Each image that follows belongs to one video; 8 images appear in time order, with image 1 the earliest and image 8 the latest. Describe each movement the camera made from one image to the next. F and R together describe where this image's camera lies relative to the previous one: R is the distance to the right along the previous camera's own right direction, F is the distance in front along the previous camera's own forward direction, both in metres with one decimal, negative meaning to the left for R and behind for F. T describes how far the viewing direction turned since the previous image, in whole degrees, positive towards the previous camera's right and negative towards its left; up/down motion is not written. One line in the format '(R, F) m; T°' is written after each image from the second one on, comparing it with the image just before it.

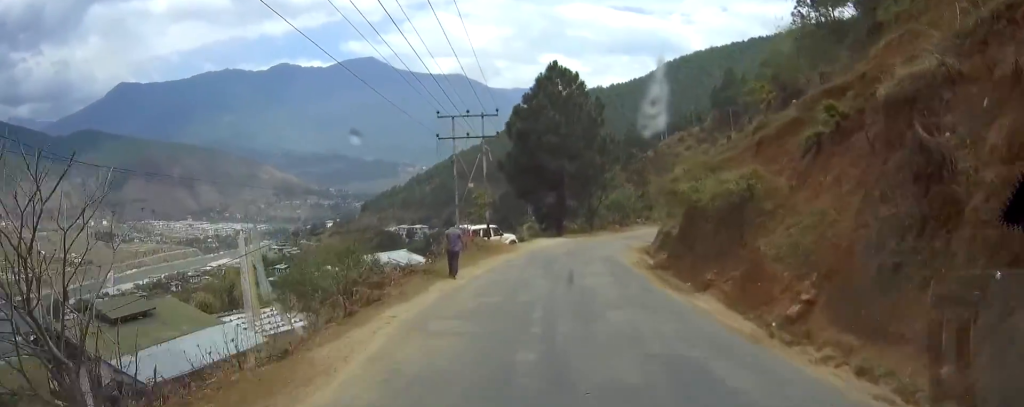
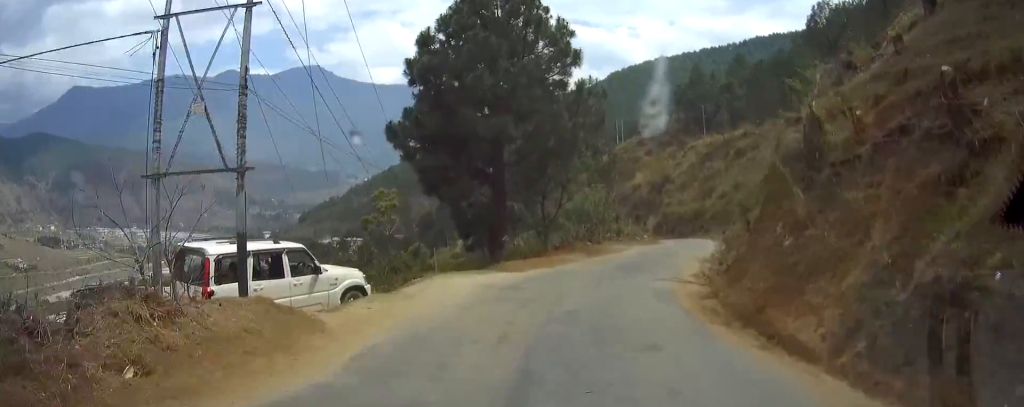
(+3.1, +26.0) m; +13°
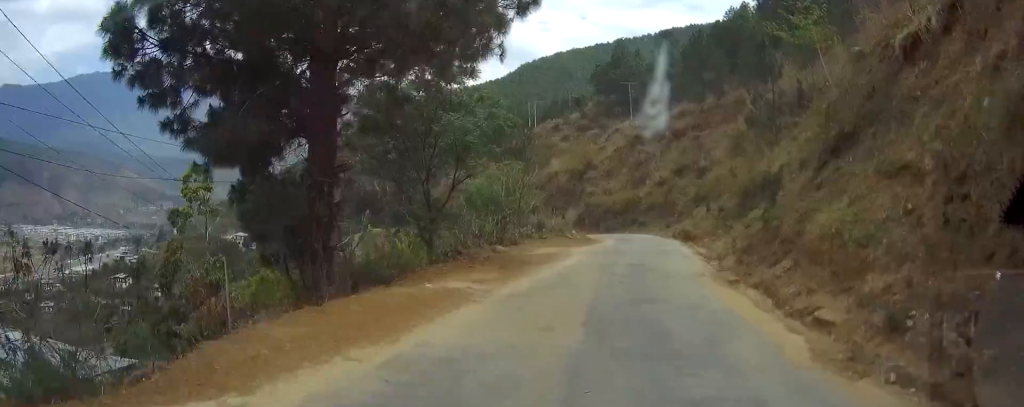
(0.0, +18.8) m; +2°
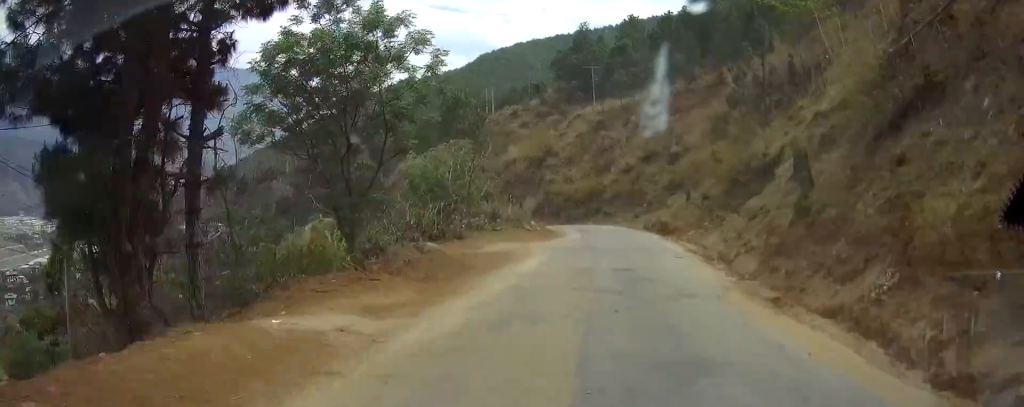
(-0.2, +7.0) m; +3°
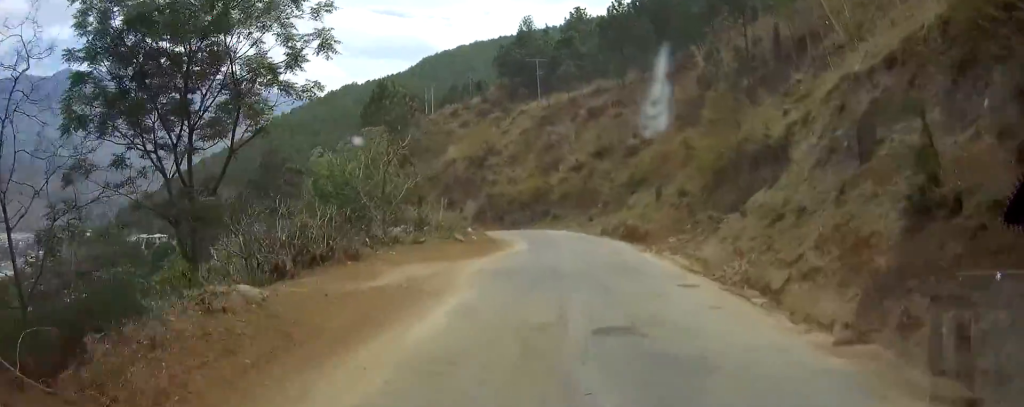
(+0.4, +8.5) m; +3°
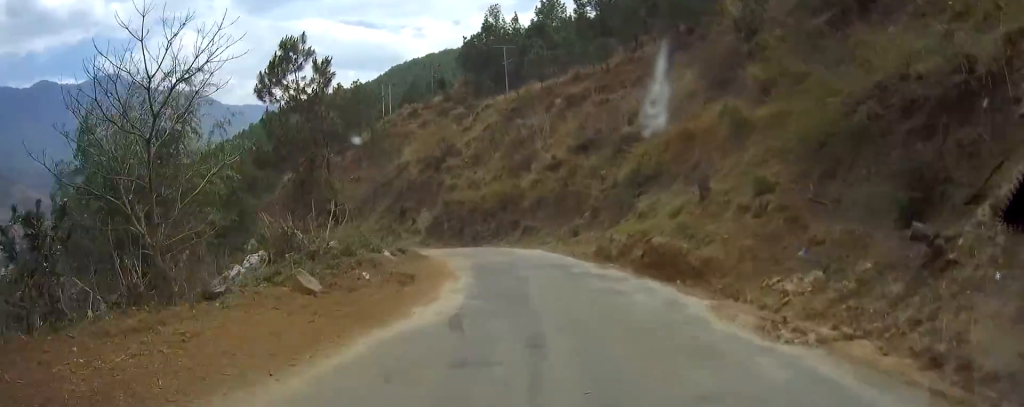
(+1.2, +16.5) m; +4°
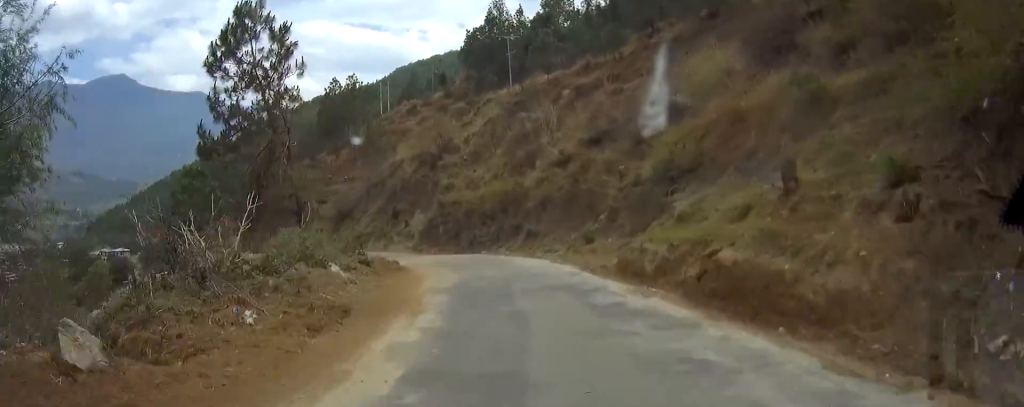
(0.0, +7.5) m; 0°
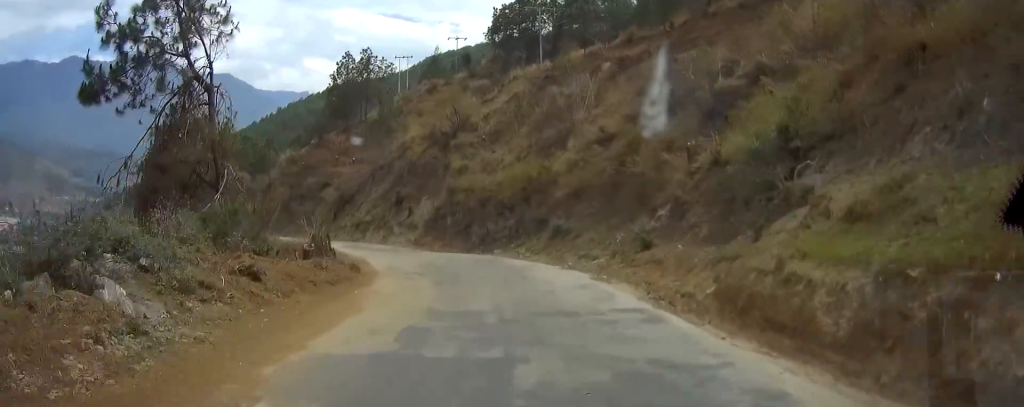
(0.0, +11.5) m; -7°
